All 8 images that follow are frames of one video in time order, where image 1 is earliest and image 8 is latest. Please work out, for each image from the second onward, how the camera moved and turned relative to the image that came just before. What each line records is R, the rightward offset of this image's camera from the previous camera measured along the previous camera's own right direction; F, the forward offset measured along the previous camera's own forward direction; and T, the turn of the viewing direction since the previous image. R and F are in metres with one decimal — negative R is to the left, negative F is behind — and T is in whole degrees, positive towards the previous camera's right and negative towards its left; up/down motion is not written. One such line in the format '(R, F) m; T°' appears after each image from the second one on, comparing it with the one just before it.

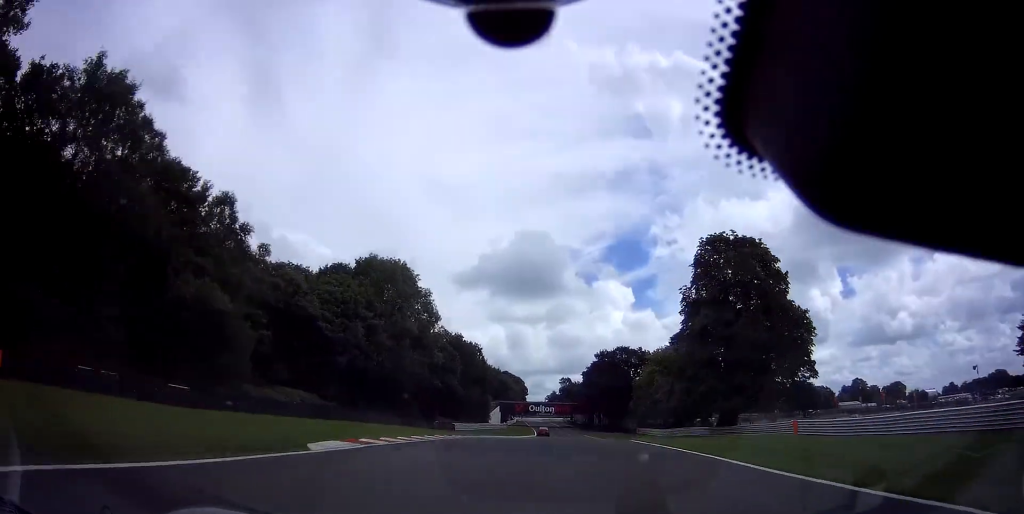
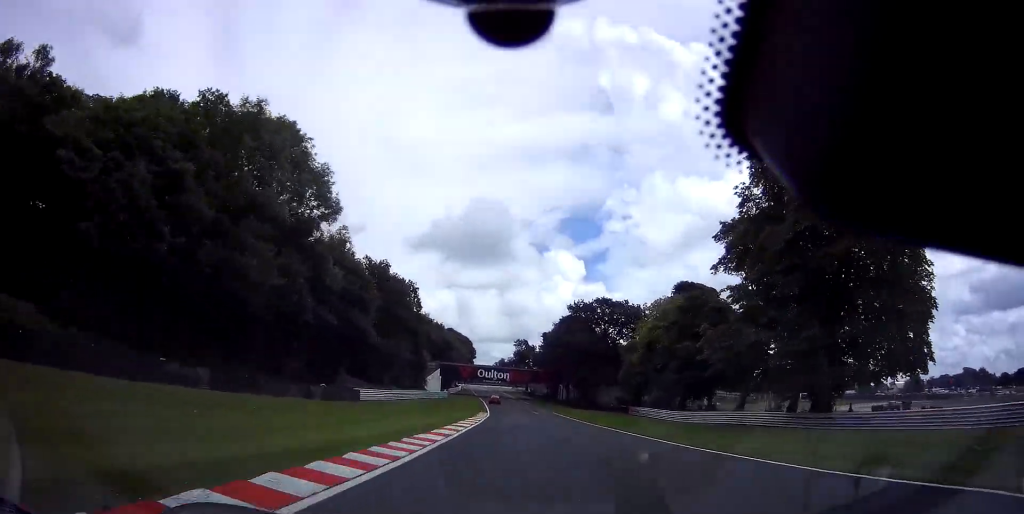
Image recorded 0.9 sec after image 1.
(+2.0, +28.8) m; +6°
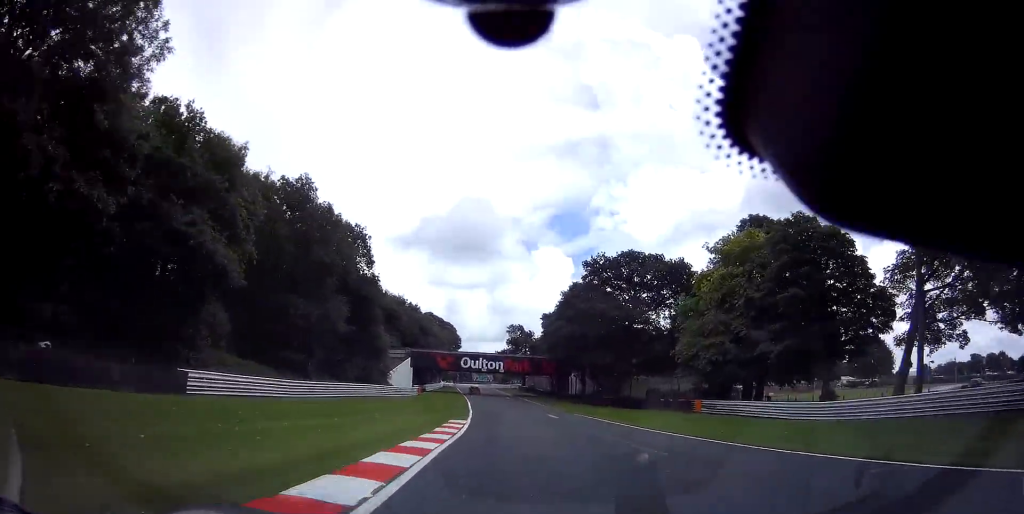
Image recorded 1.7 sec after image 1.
(+0.9, +26.2) m; +1°
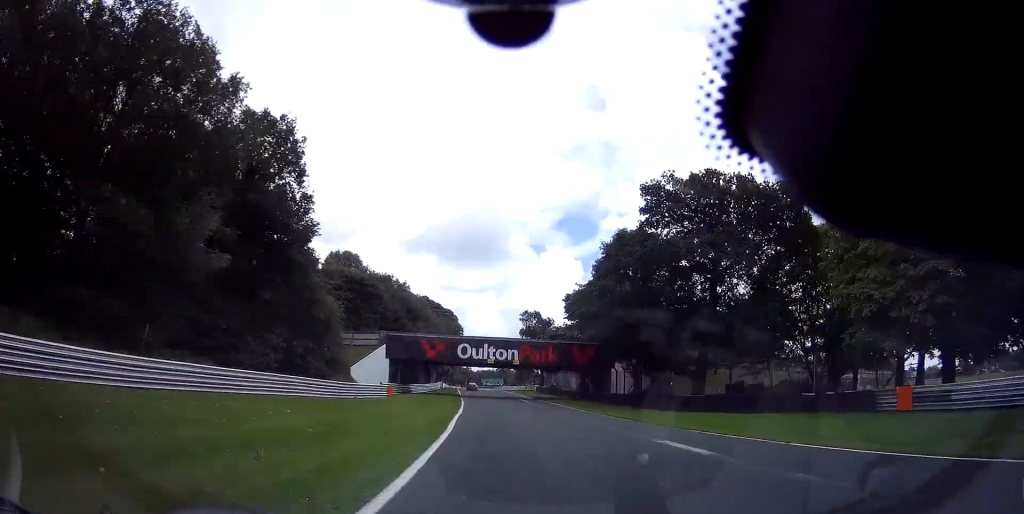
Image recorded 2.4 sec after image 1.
(+0.1, +23.7) m; 0°
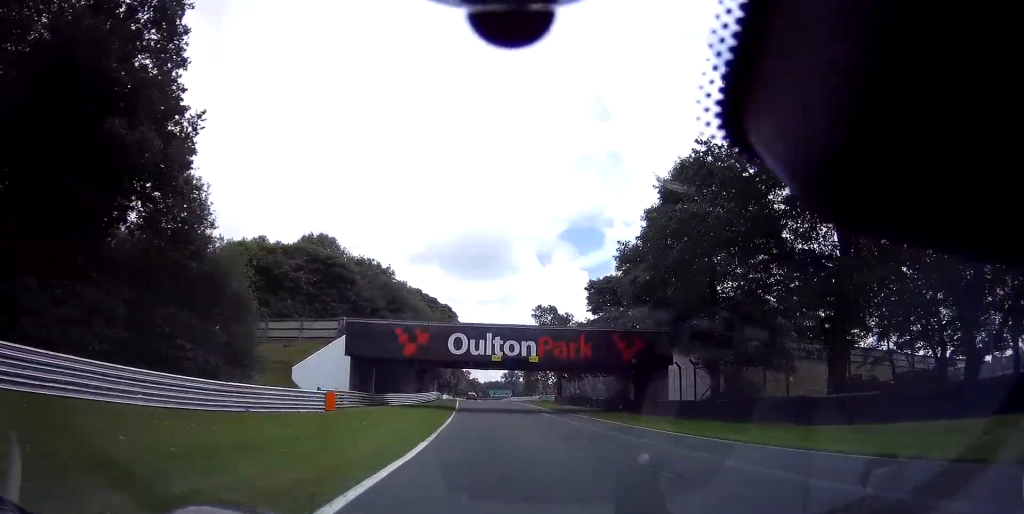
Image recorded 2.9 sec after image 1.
(+0.1, +17.2) m; -1°
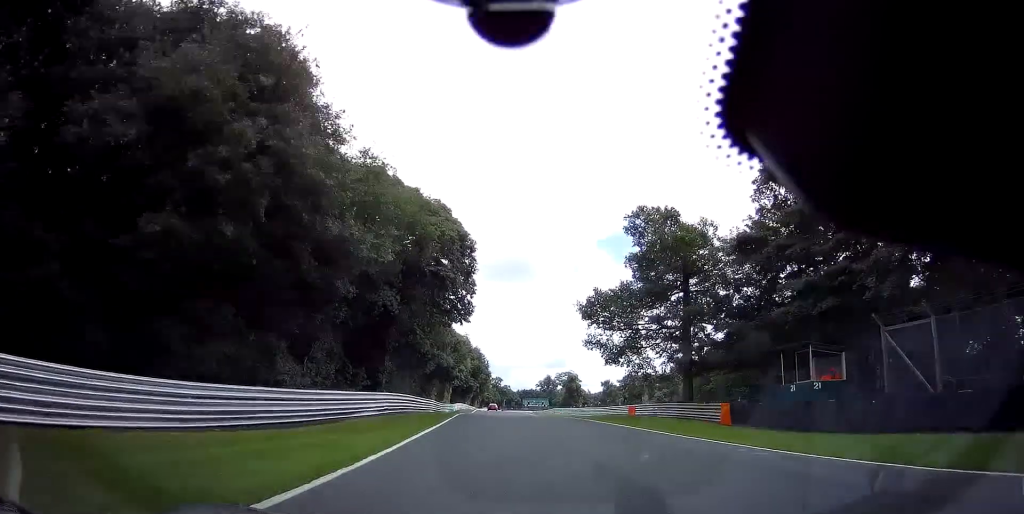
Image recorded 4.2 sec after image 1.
(-1.4, +46.6) m; -3°
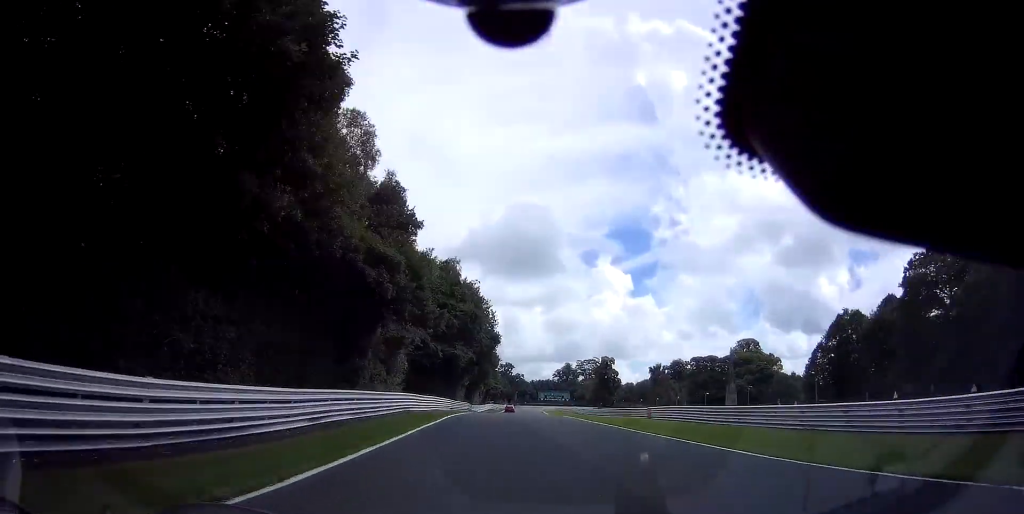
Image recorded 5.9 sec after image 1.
(-1.3, +64.1) m; -1°
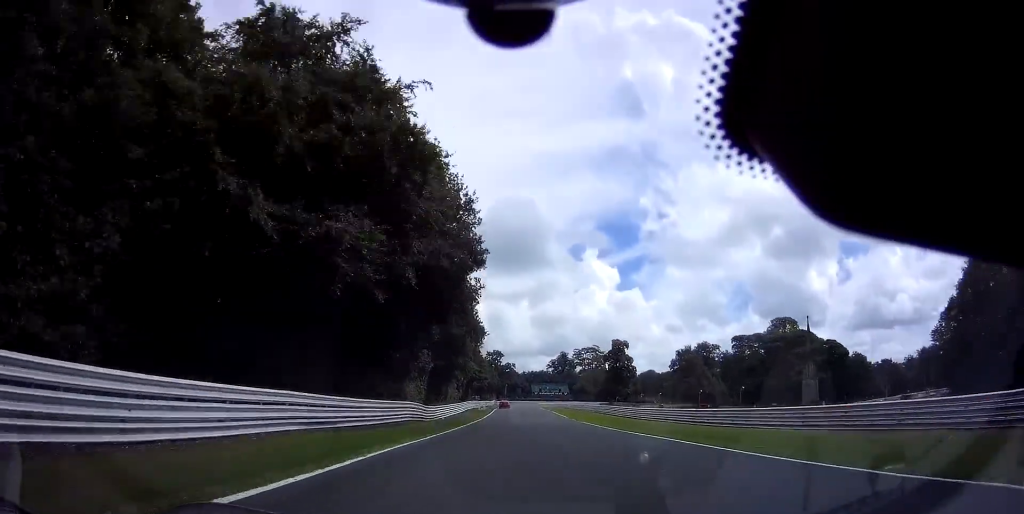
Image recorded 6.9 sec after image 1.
(+0.1, +38.2) m; +1°
